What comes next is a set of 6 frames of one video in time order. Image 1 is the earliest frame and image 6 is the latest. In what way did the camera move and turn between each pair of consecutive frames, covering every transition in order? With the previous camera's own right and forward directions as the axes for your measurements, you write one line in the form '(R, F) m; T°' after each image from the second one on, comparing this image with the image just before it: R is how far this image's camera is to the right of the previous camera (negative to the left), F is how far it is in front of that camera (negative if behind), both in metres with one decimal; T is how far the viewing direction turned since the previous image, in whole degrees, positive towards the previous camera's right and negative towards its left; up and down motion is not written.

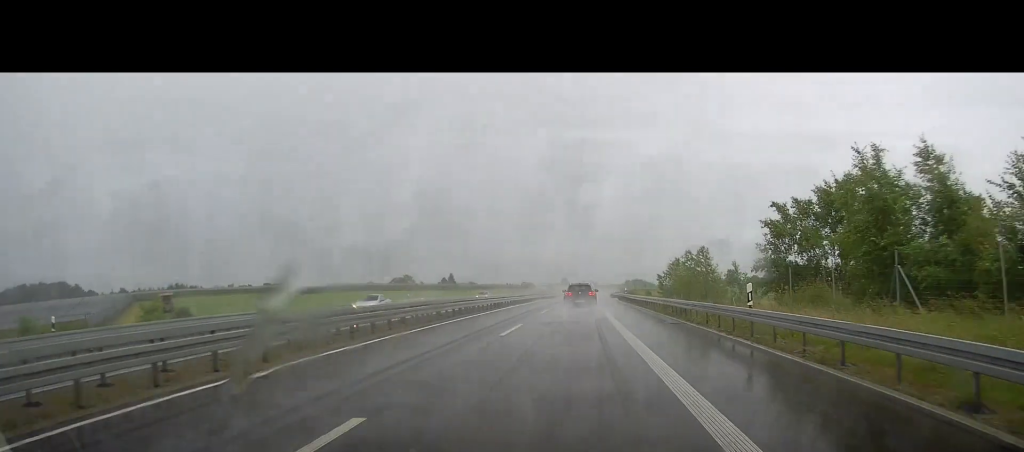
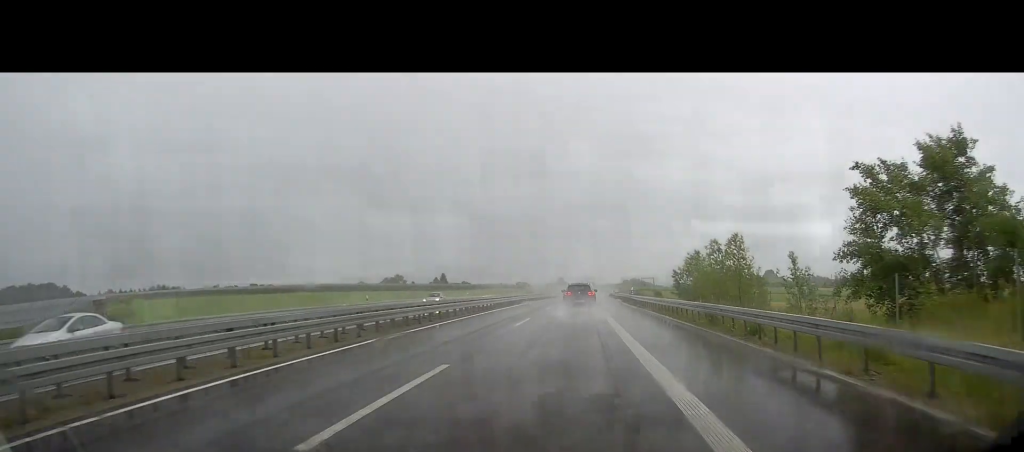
(+0.1, +13.0) m; +1°
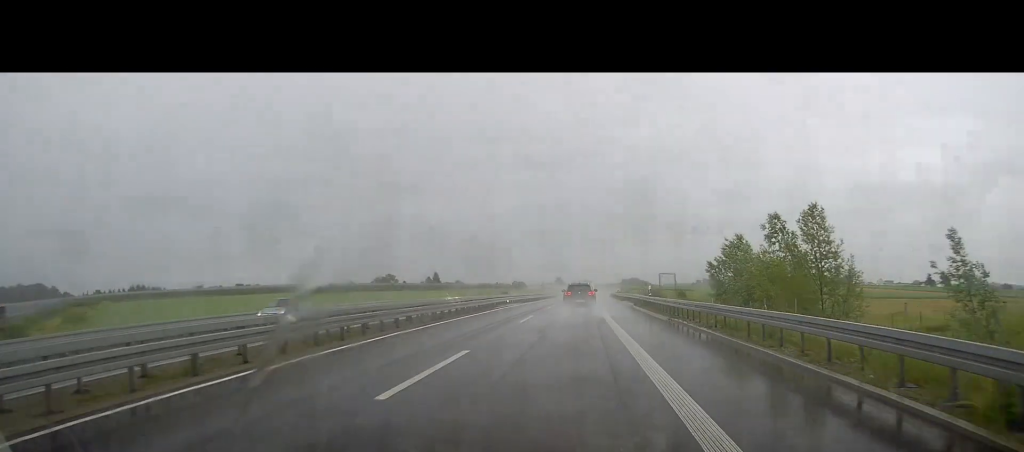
(+0.3, +15.4) m; 0°
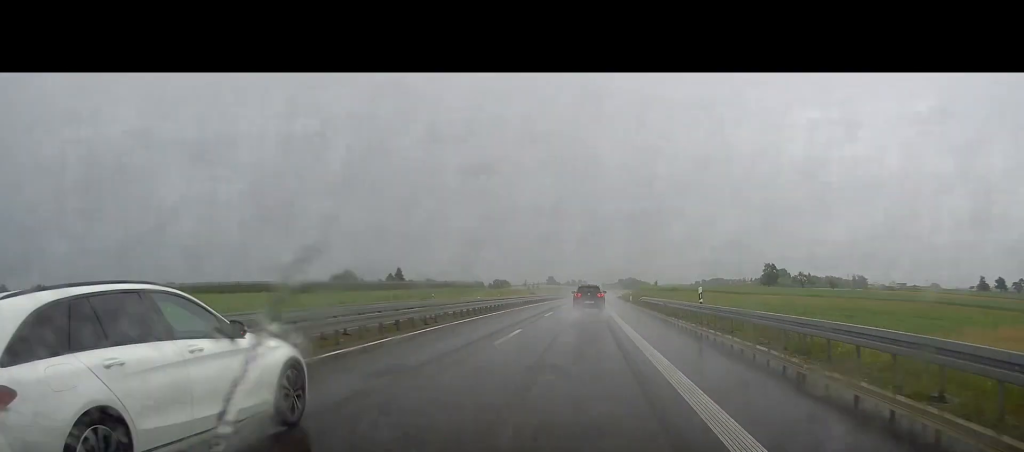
(-0.6, +63.9) m; 0°
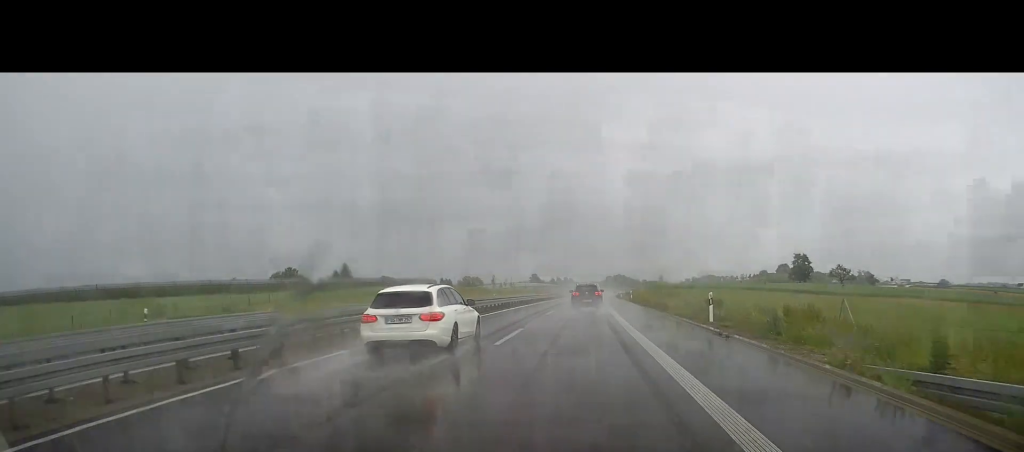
(+0.7, +53.7) m; +2°
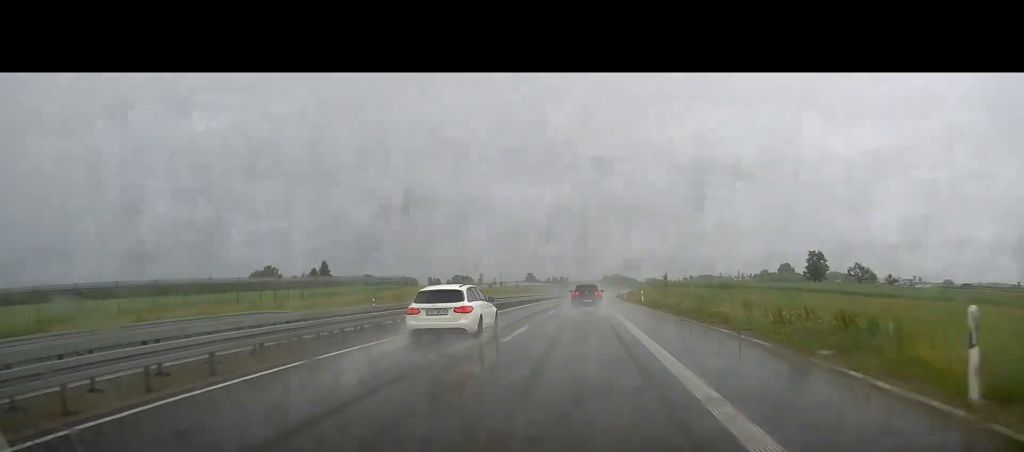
(+0.2, +16.9) m; +1°
